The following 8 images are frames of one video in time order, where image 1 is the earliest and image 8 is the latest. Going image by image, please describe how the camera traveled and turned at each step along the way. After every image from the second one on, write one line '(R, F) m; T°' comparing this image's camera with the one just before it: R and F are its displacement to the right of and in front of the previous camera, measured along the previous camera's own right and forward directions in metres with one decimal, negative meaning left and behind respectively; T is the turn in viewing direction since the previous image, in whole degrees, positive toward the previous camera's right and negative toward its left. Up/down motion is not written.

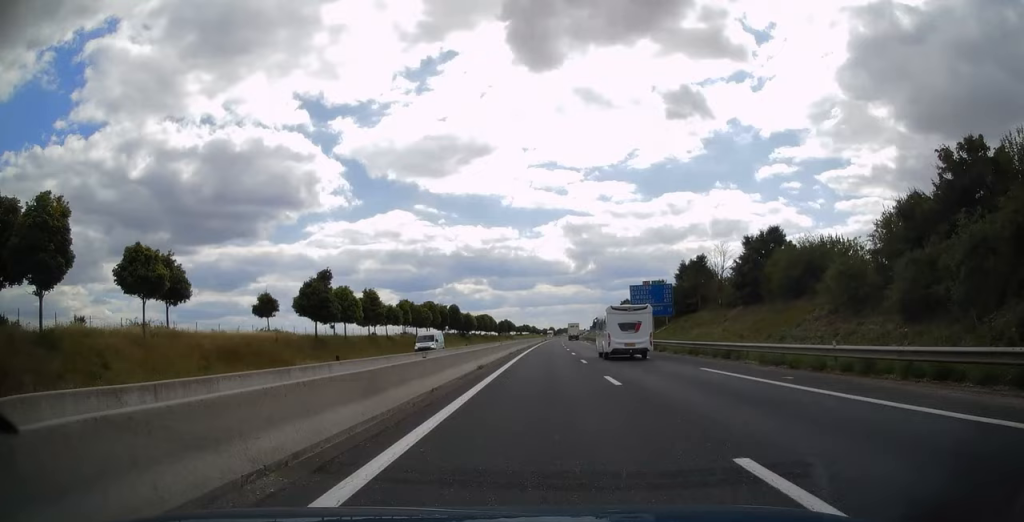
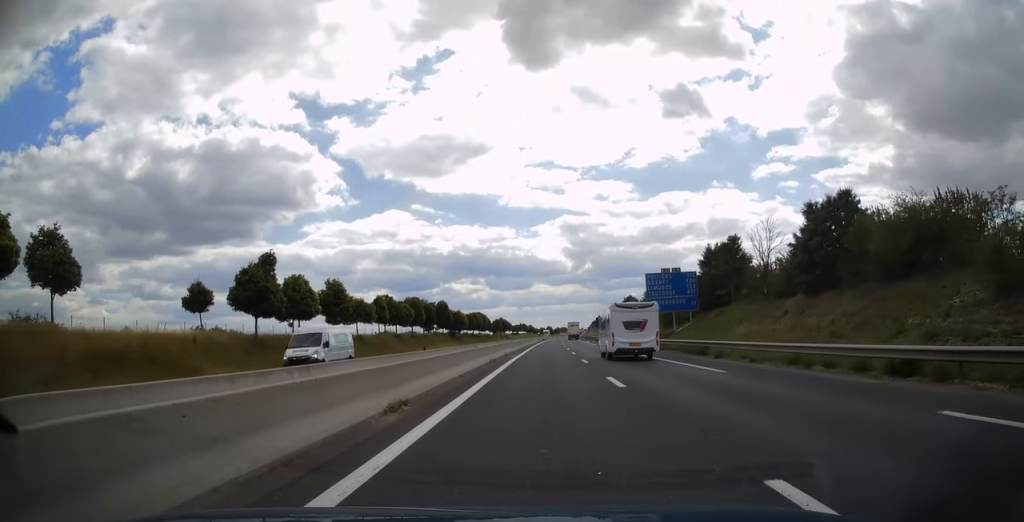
(-0.1, +14.0) m; 0°
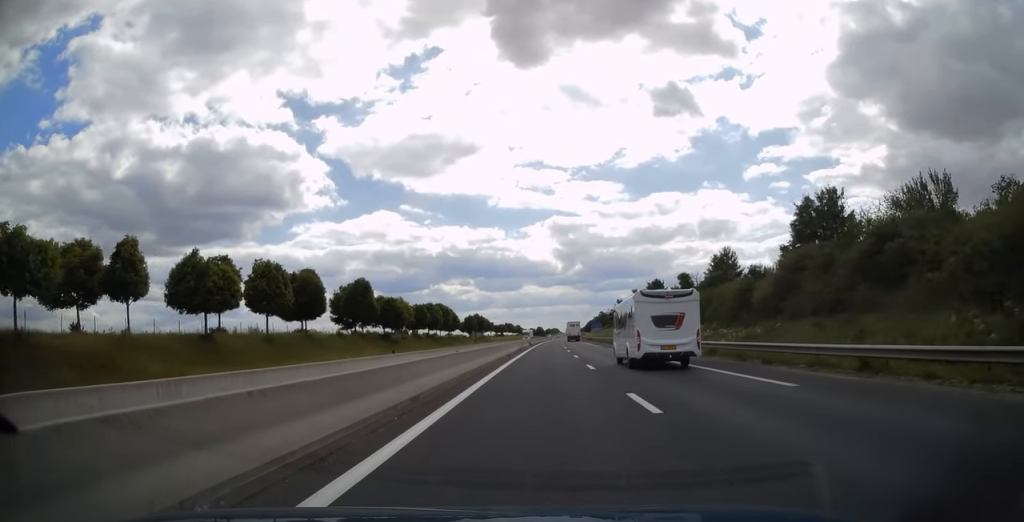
(+0.4, +57.0) m; +1°
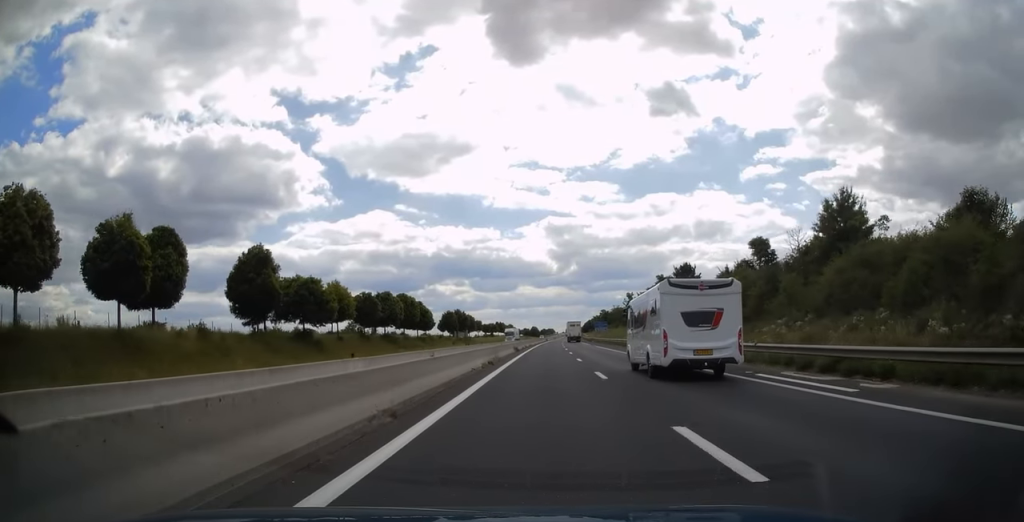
(+0.1, +30.6) m; 0°
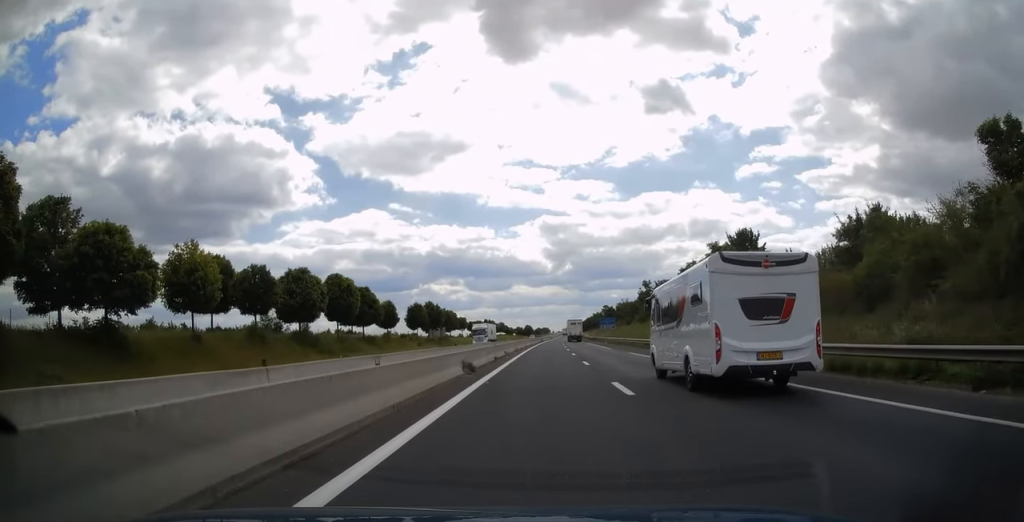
(+0.1, +31.3) m; +1°
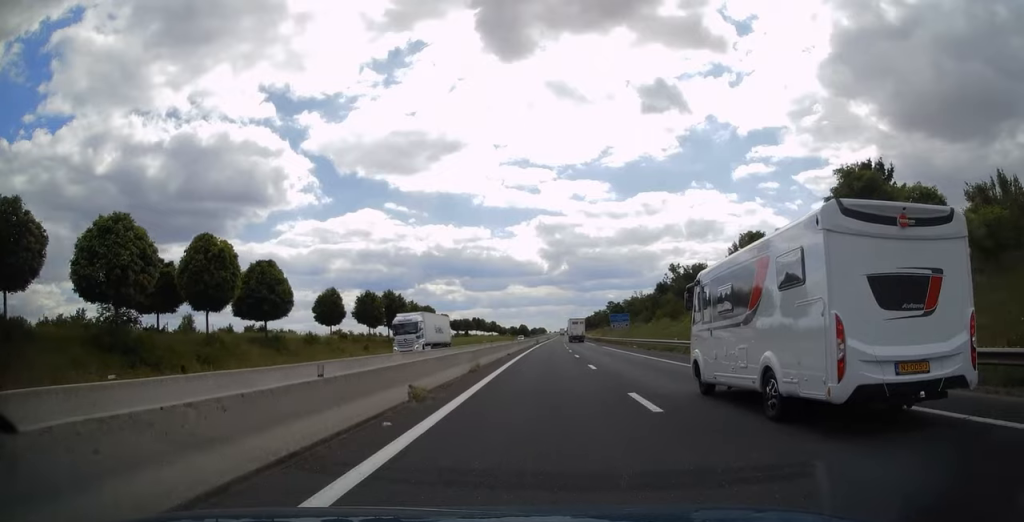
(+0.3, +28.7) m; 0°
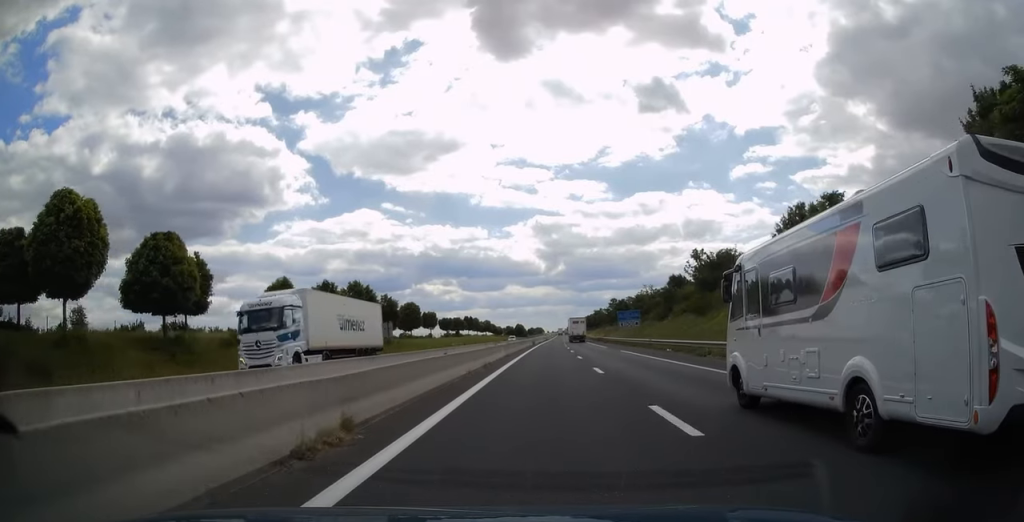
(-0.2, +15.4) m; 0°
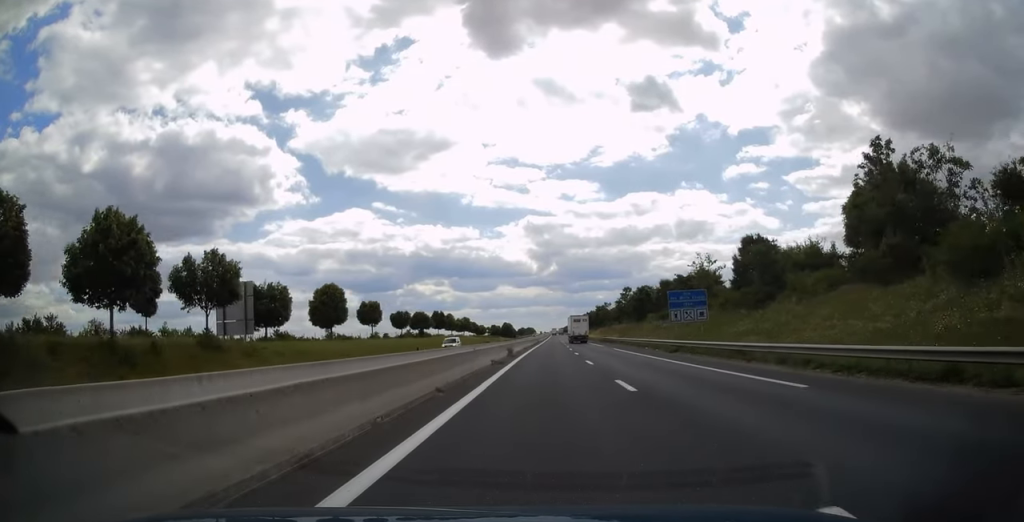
(+0.7, +45.2) m; +1°
